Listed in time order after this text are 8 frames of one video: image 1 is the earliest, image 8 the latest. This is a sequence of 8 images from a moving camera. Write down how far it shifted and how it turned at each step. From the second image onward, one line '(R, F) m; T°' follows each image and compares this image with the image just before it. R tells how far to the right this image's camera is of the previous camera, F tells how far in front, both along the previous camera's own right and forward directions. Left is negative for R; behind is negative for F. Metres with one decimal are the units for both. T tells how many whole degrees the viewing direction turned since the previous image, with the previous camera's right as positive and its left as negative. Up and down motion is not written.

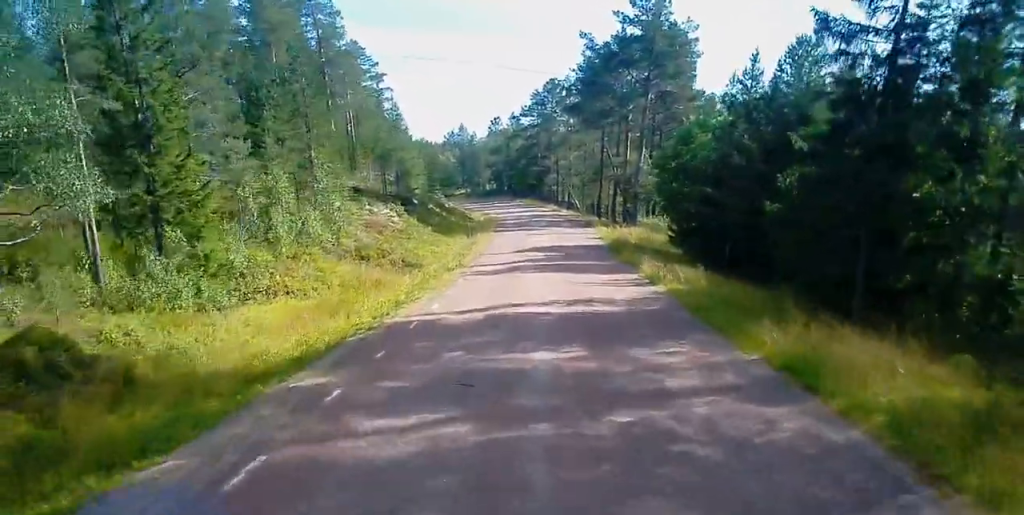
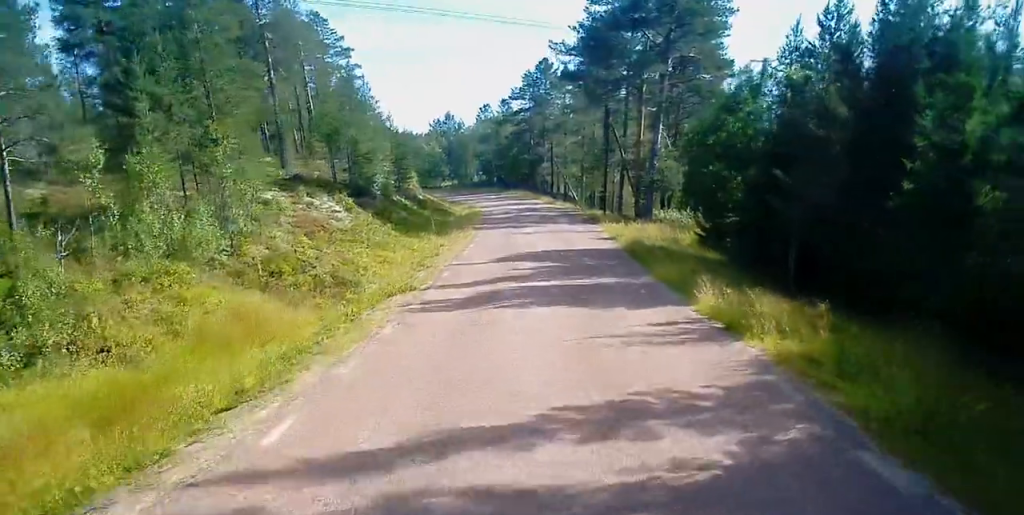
(0.0, +10.9) m; 0°
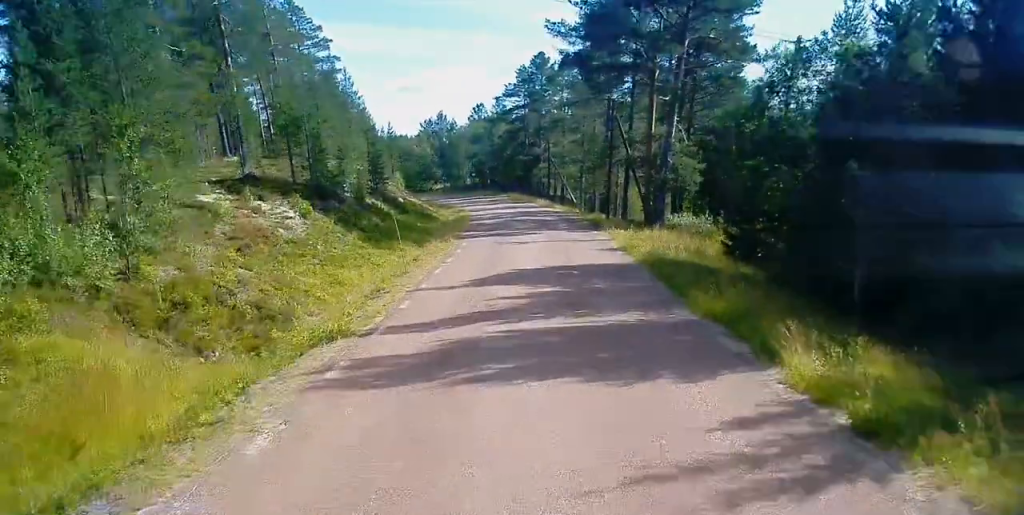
(0.0, +6.3) m; 0°
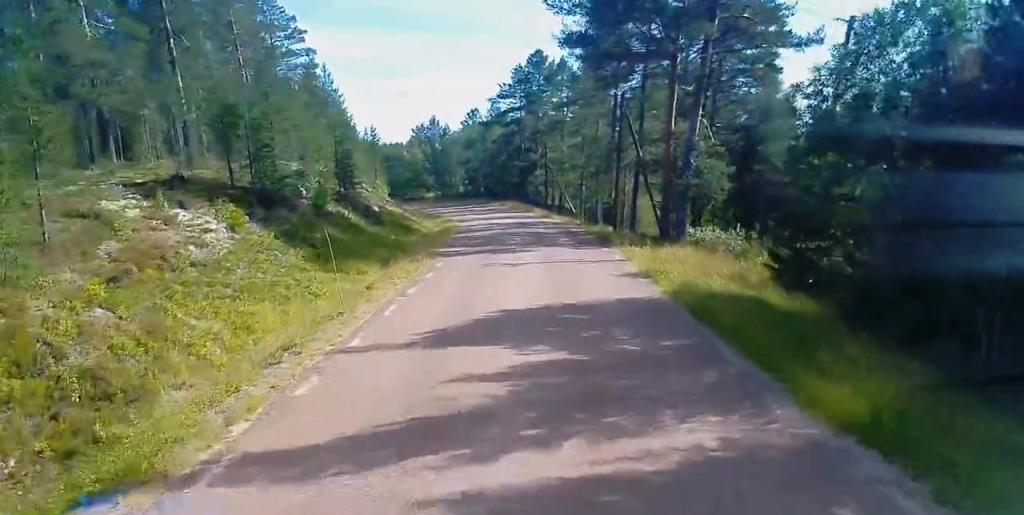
(0.0, +6.9) m; 0°
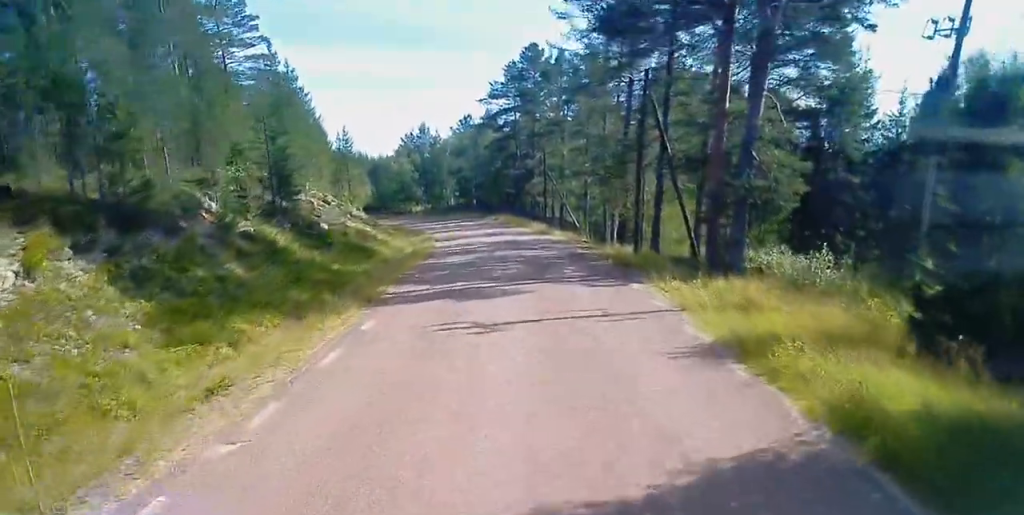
(0.0, +10.2) m; 0°
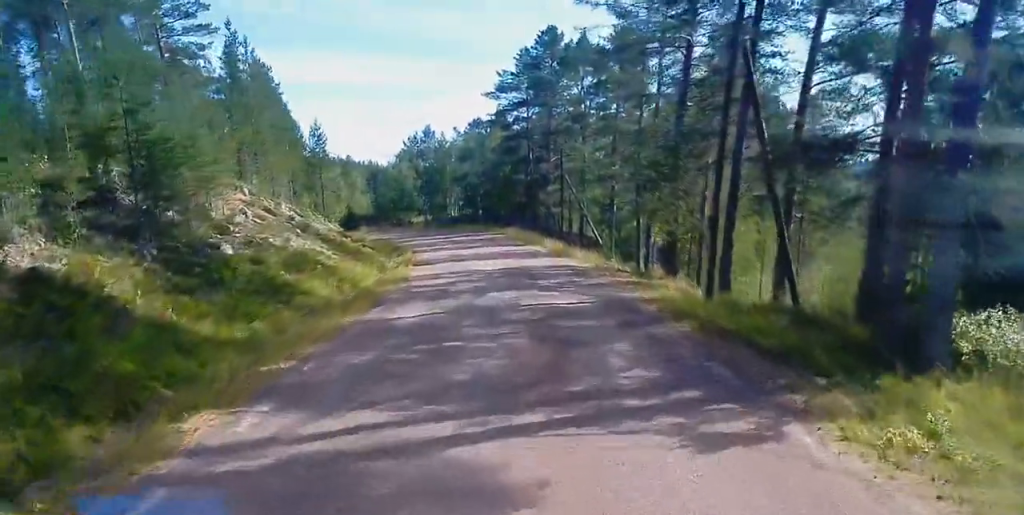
(0.0, +12.0) m; -2°
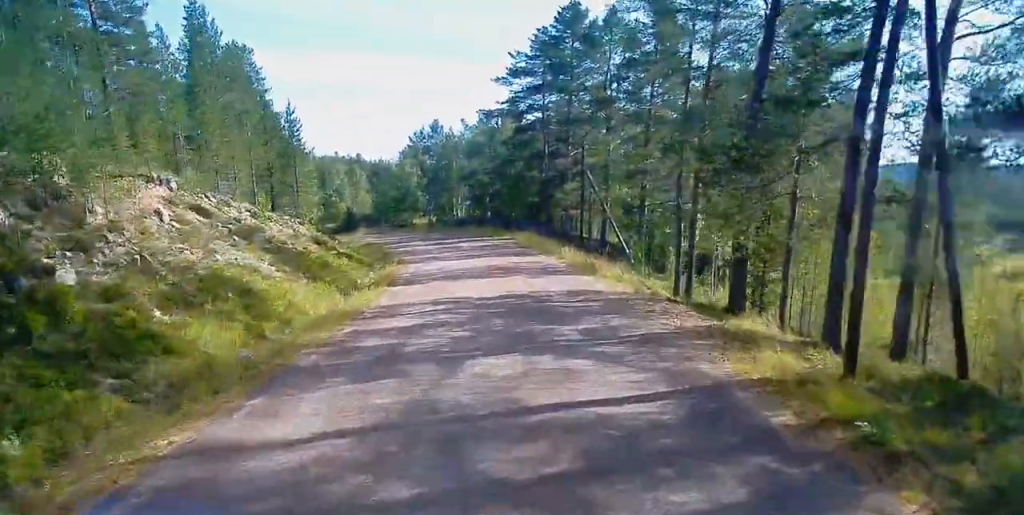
(-0.1, +8.4) m; -2°
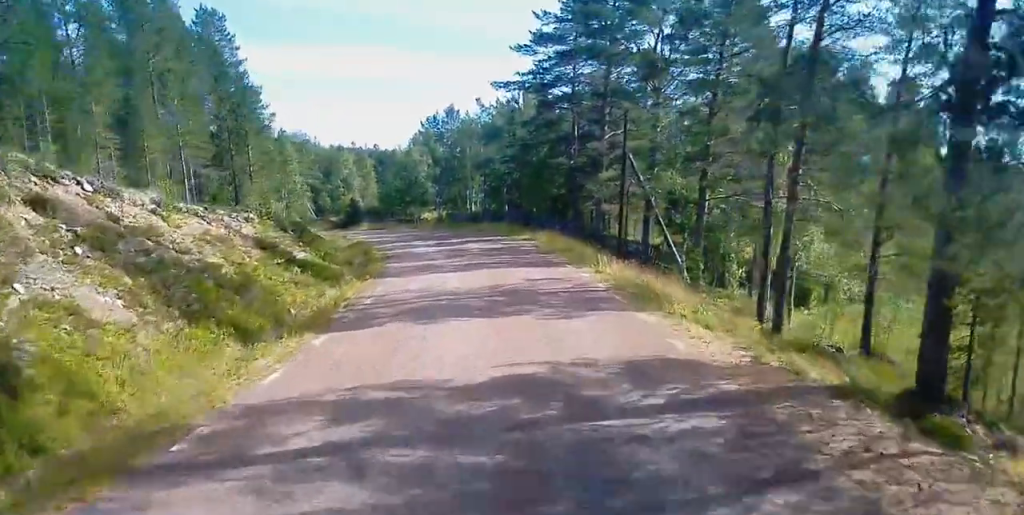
(-0.3, +9.8) m; -2°
